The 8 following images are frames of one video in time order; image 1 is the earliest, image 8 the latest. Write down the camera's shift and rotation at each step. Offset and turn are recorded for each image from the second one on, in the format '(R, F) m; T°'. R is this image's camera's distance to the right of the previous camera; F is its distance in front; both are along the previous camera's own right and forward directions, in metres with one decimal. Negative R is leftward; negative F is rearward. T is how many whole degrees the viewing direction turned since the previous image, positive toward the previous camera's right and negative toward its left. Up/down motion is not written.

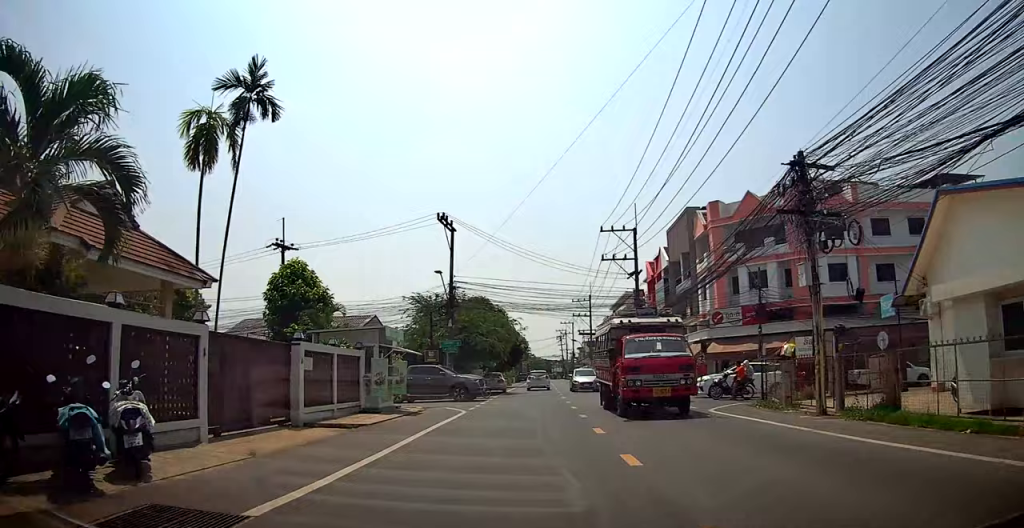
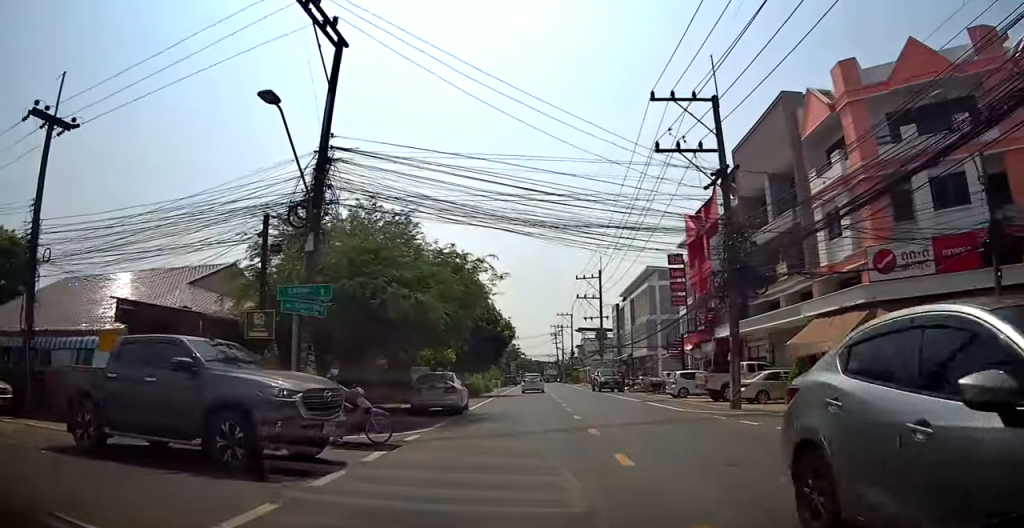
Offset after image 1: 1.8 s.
(-0.1, +20.2) m; 0°
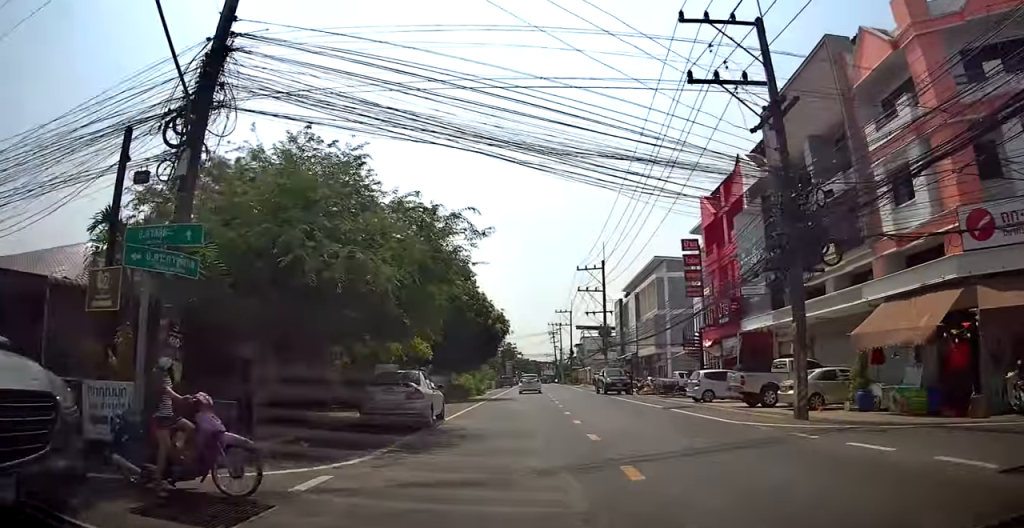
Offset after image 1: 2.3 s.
(+0.1, +5.1) m; 0°
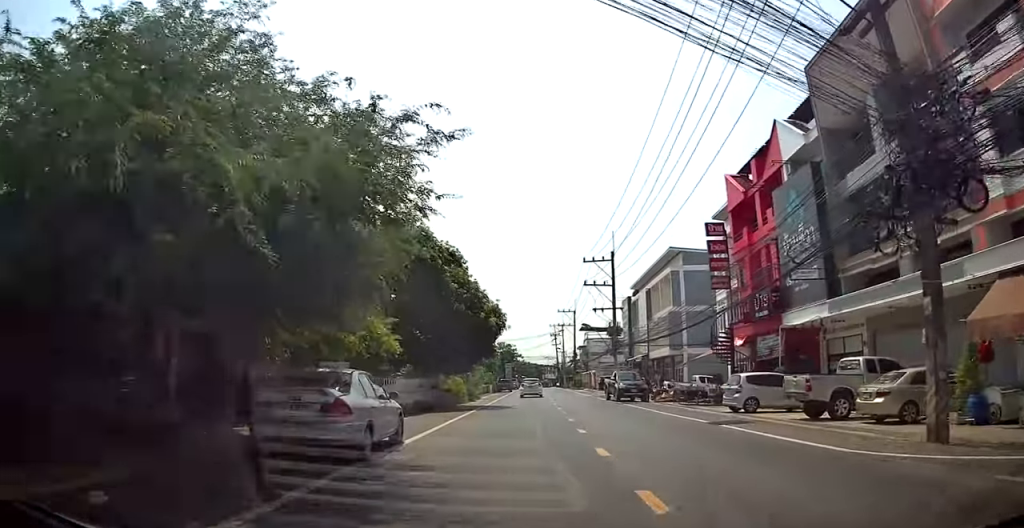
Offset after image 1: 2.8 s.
(+0.1, +5.3) m; 0°
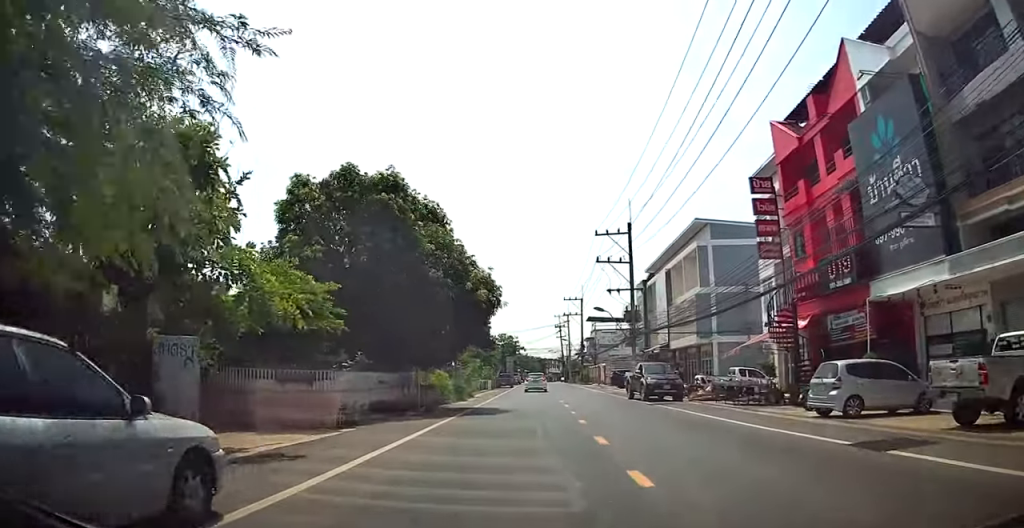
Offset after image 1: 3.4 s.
(0.0, +7.0) m; 0°
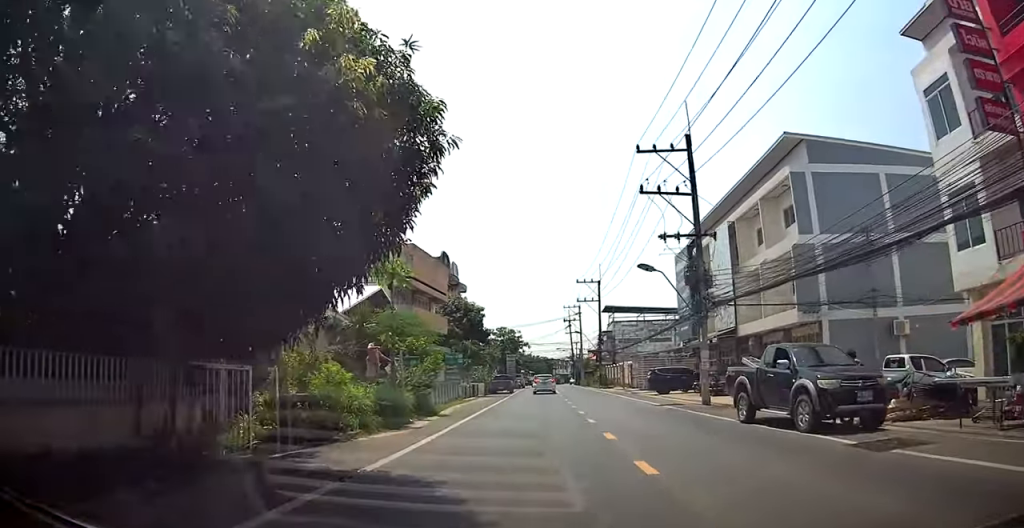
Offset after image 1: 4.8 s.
(-0.2, +14.8) m; 0°
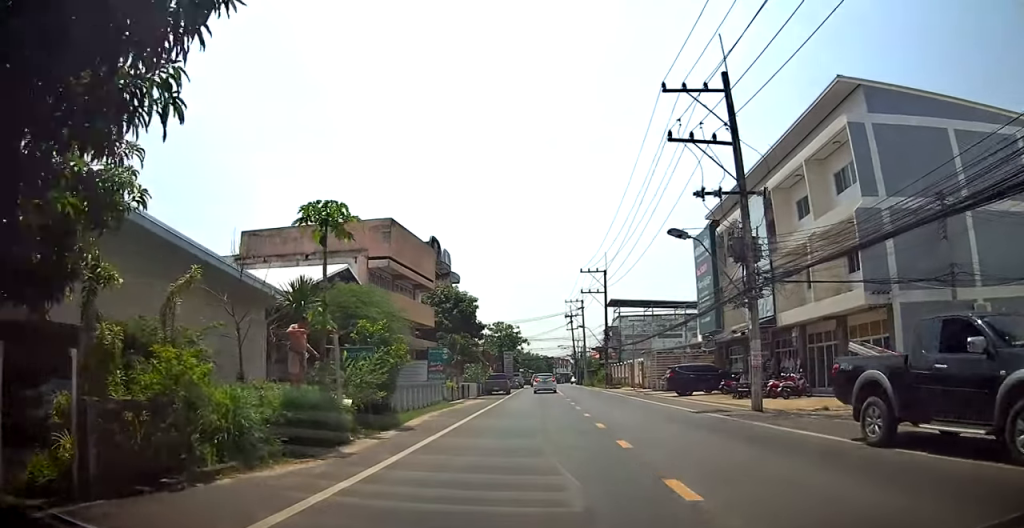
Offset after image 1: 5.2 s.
(0.0, +5.4) m; 0°
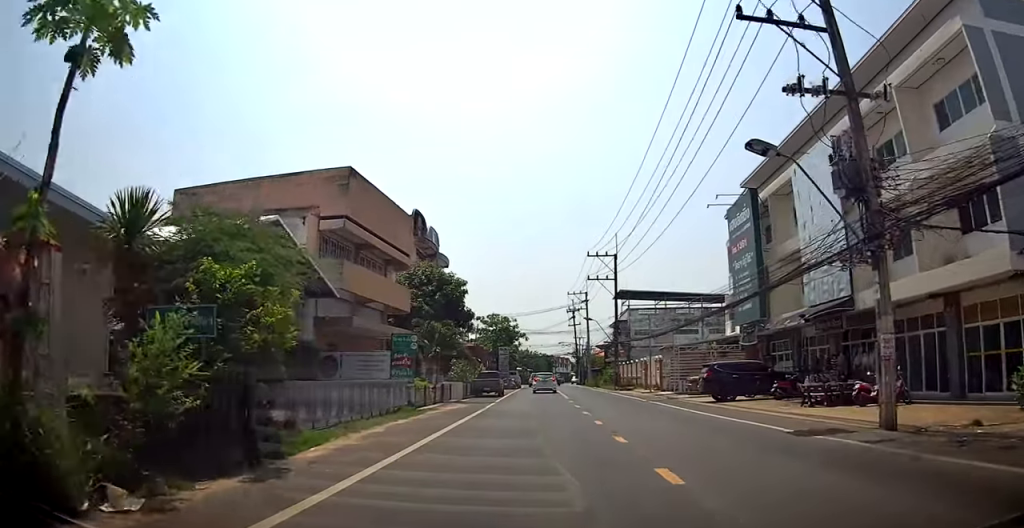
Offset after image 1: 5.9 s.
(+0.2, +7.1) m; -1°
